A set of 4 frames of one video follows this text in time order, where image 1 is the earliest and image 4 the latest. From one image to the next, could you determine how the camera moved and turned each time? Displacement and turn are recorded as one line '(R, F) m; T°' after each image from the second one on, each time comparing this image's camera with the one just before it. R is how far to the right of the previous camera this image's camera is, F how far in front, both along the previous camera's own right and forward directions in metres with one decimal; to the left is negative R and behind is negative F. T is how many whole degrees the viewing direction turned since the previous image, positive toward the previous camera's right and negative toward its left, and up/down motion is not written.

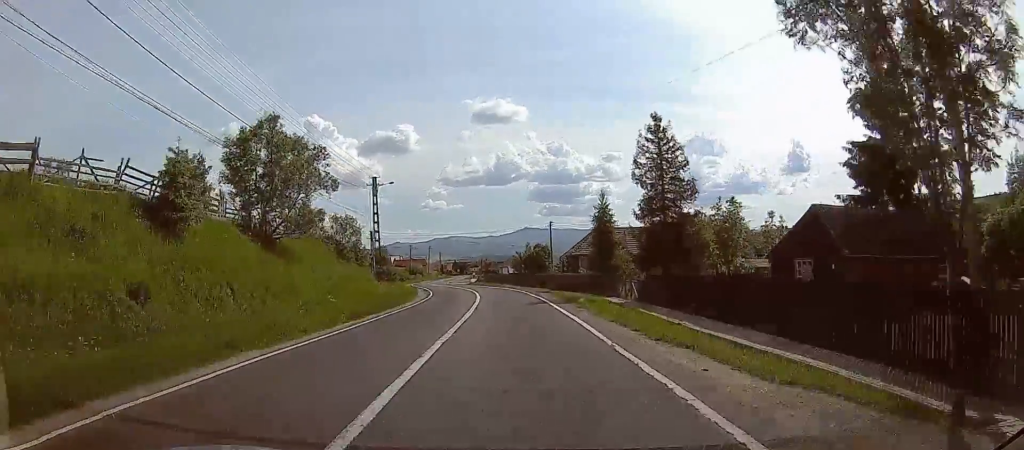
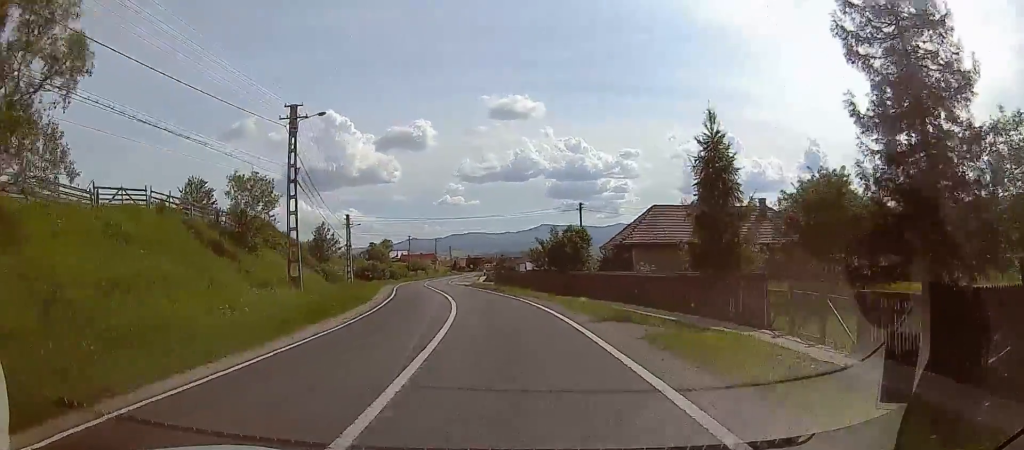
(+0.7, +19.8) m; +1°
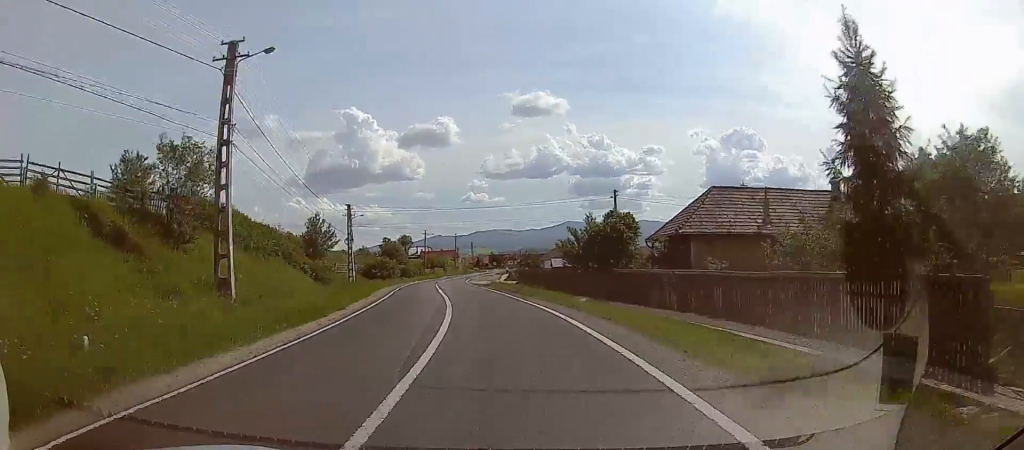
(-0.1, +8.4) m; -3°
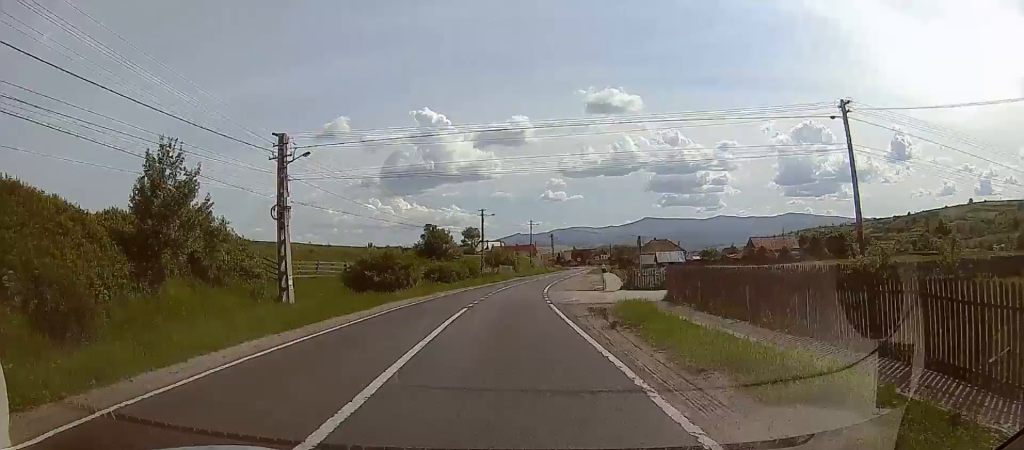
(-4.6, +32.0) m; -10°
